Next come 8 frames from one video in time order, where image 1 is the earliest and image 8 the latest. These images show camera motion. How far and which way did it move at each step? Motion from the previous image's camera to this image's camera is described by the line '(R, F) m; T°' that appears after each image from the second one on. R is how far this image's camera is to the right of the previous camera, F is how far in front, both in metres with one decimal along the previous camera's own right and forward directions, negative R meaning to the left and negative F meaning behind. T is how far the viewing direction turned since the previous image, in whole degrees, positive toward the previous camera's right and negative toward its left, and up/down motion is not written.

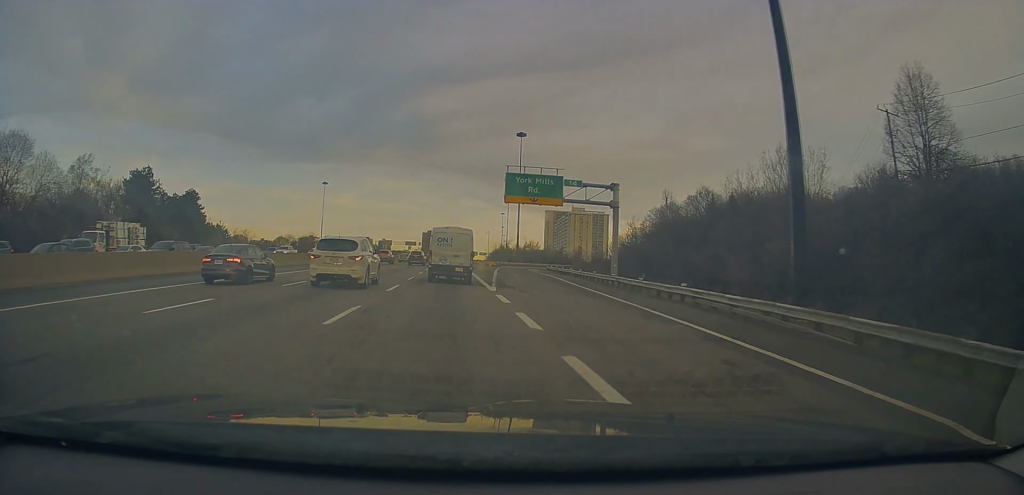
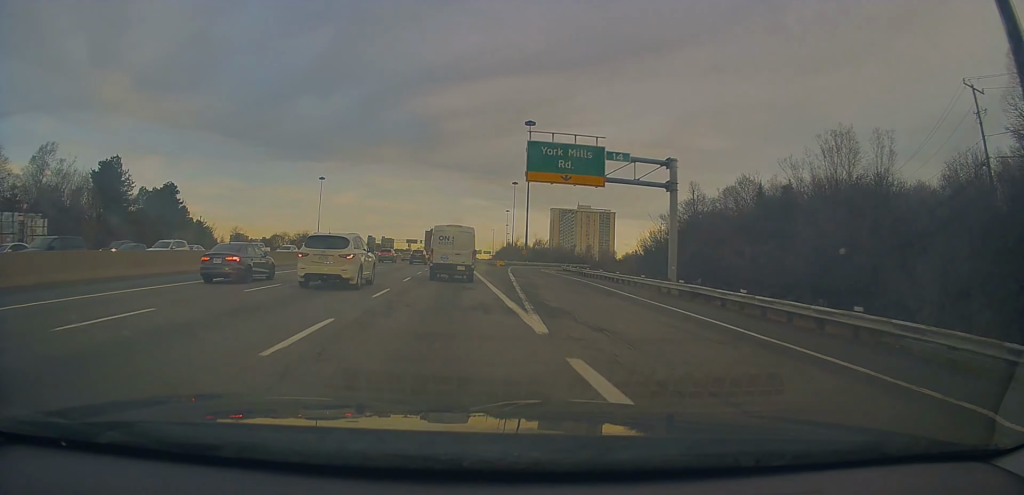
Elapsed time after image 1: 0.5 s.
(-0.2, +11.9) m; 0°
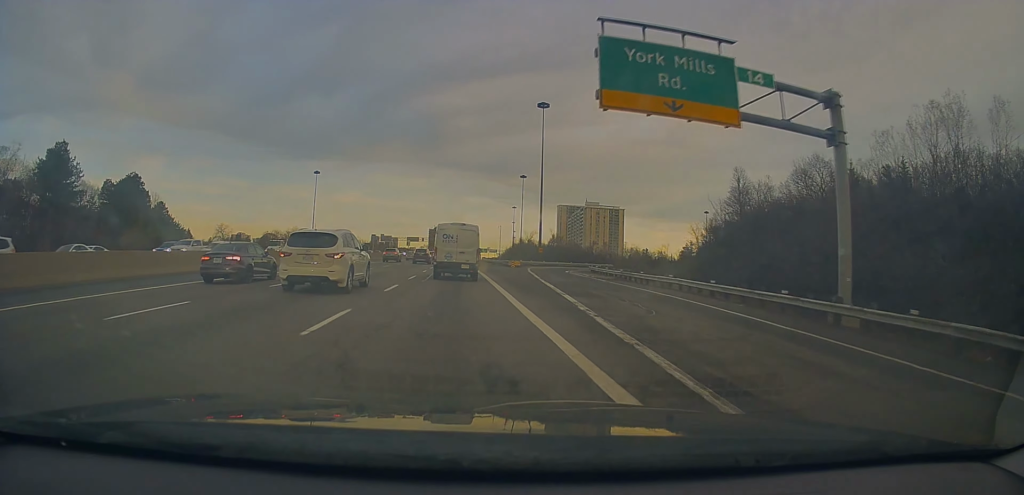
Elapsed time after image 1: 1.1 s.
(-0.1, +16.1) m; 0°
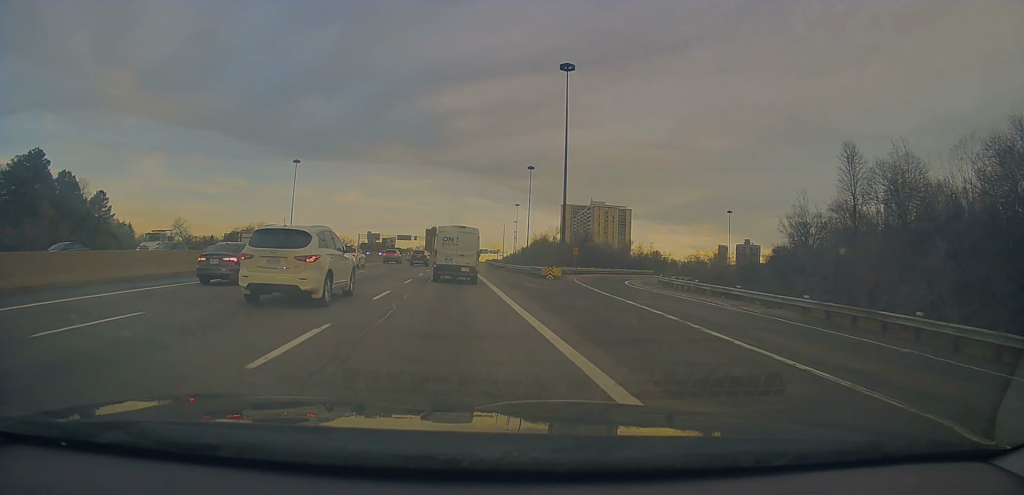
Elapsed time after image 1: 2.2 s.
(+0.2, +28.7) m; 0°
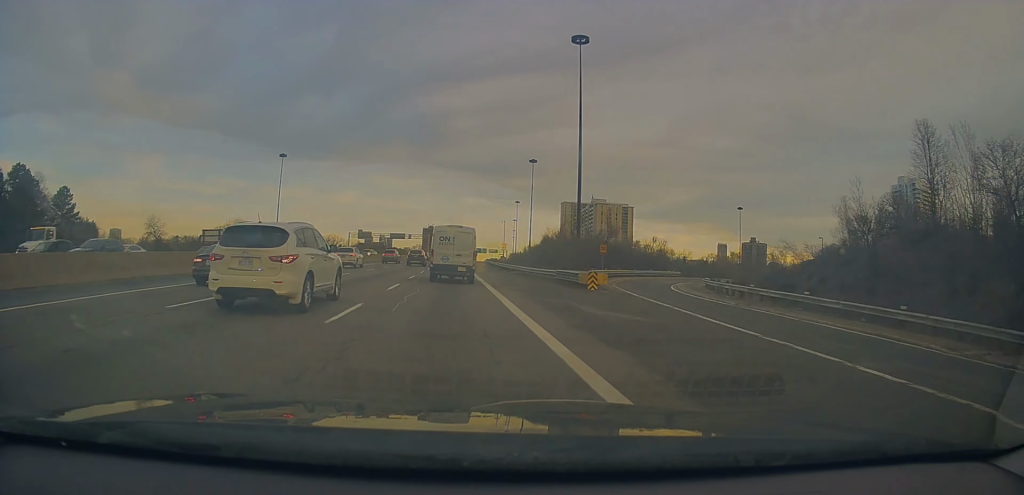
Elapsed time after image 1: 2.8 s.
(-0.1, +13.5) m; 0°
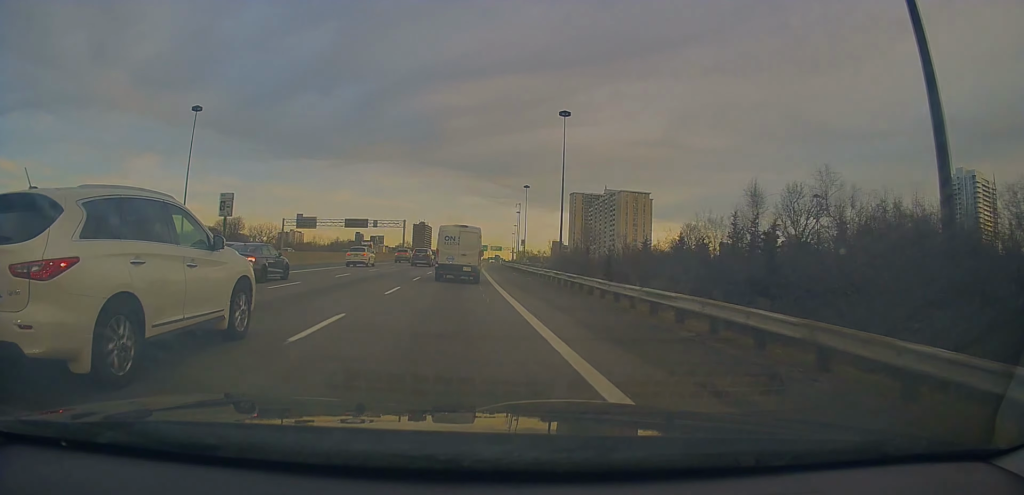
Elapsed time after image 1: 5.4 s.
(+0.3, +65.2) m; 0°
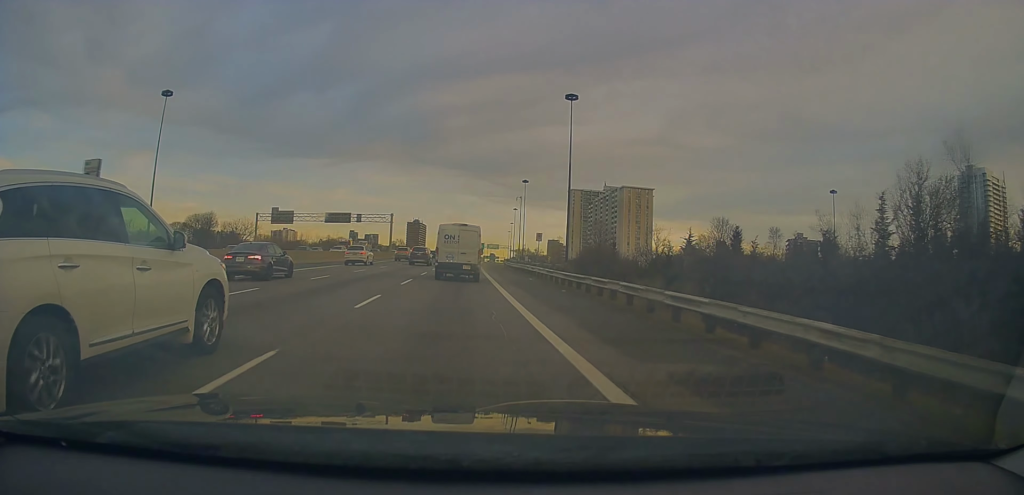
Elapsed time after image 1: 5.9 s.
(+0.1, +13.2) m; 0°
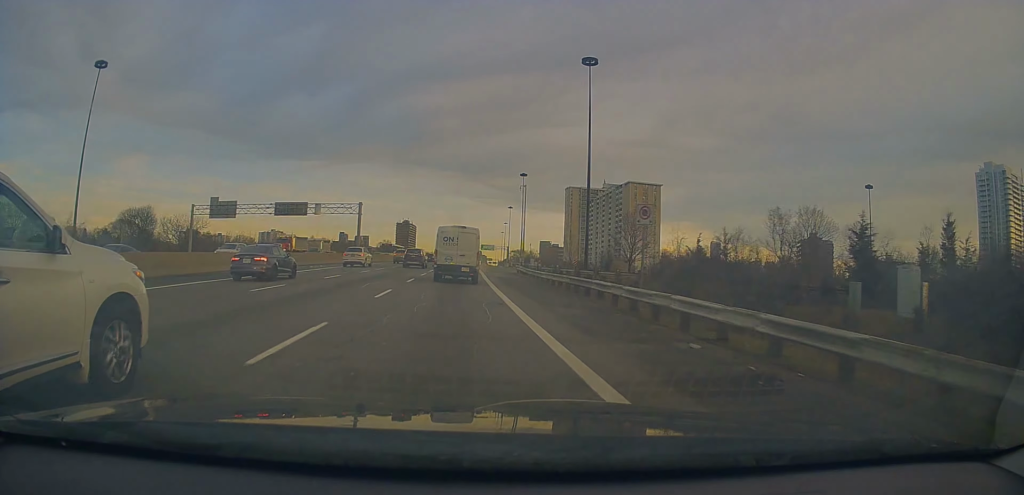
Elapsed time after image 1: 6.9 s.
(-0.1, +23.8) m; +2°
